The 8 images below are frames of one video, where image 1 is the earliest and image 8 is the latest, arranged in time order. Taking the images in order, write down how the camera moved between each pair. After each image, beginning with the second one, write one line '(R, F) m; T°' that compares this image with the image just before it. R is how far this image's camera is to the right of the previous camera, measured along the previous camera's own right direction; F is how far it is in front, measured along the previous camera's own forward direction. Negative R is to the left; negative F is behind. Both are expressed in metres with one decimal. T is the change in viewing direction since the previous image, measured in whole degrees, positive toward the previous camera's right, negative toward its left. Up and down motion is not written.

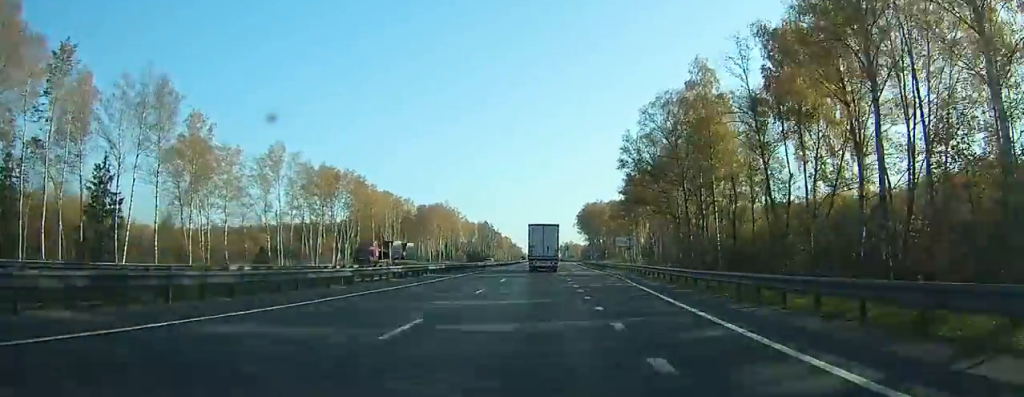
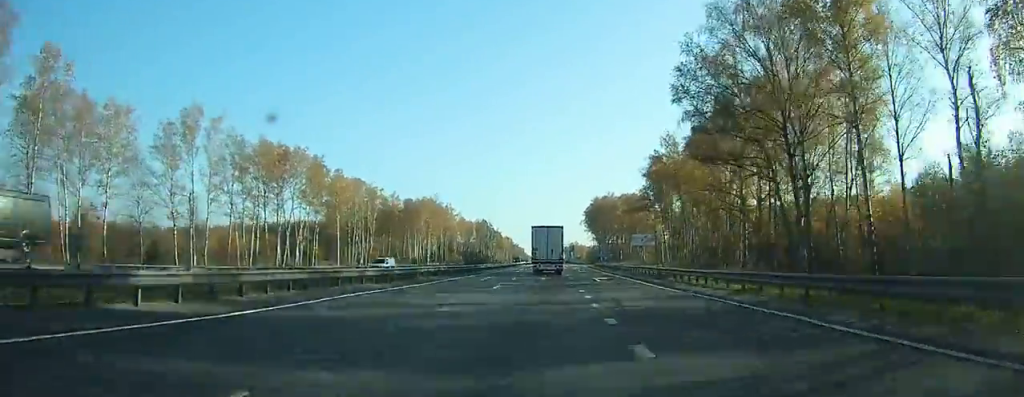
(+0.2, +31.3) m; 0°
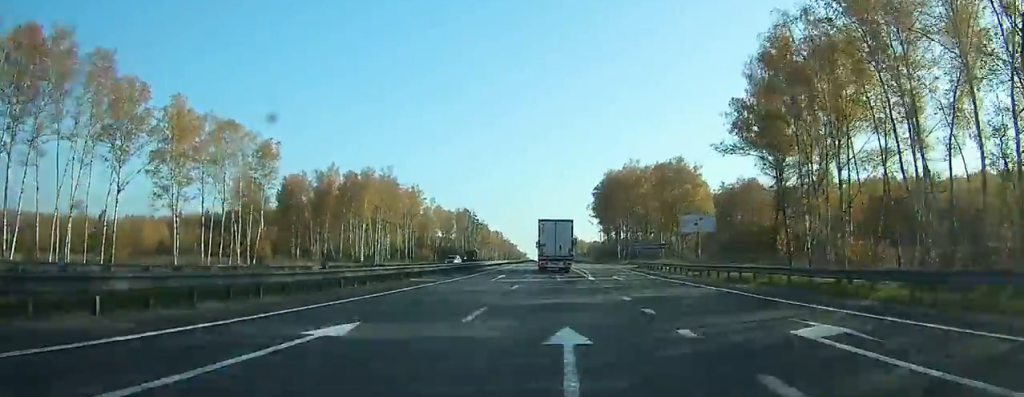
(-0.1, +65.2) m; 0°
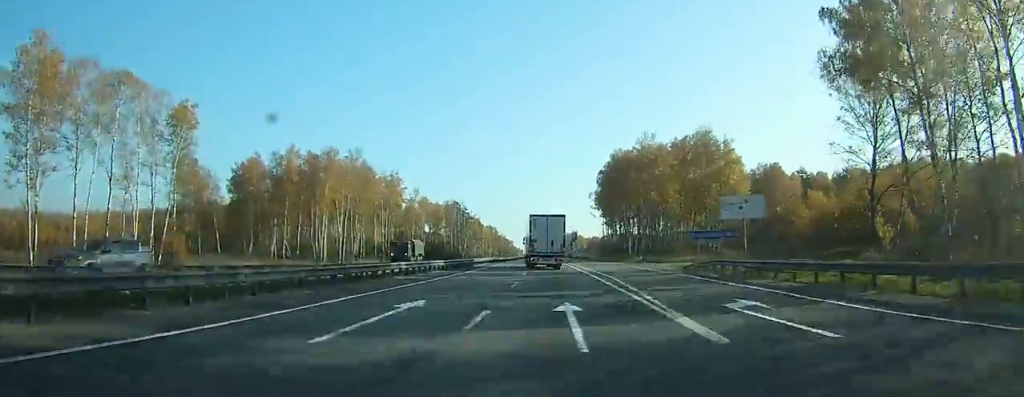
(0.0, +24.8) m; 0°
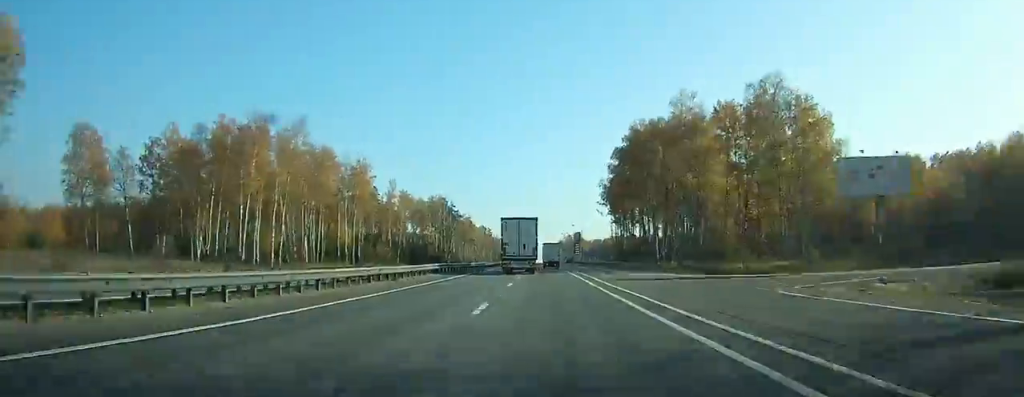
(0.0, +33.5) m; 0°
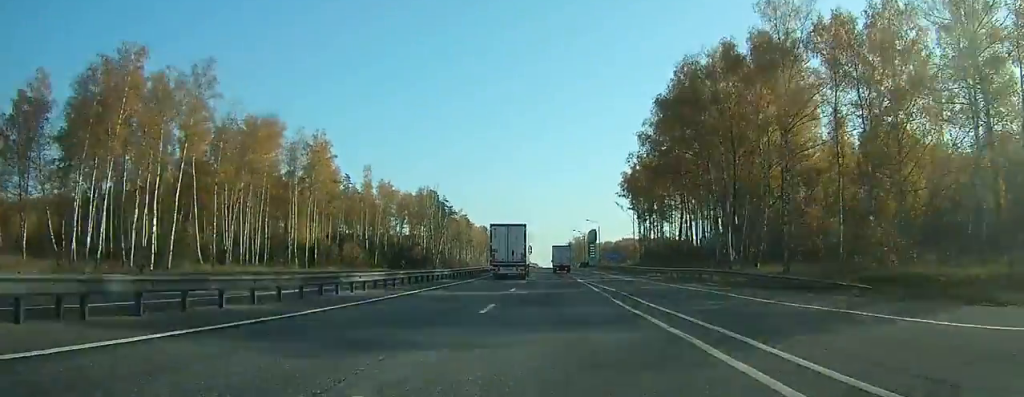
(0.0, +36.4) m; 0°
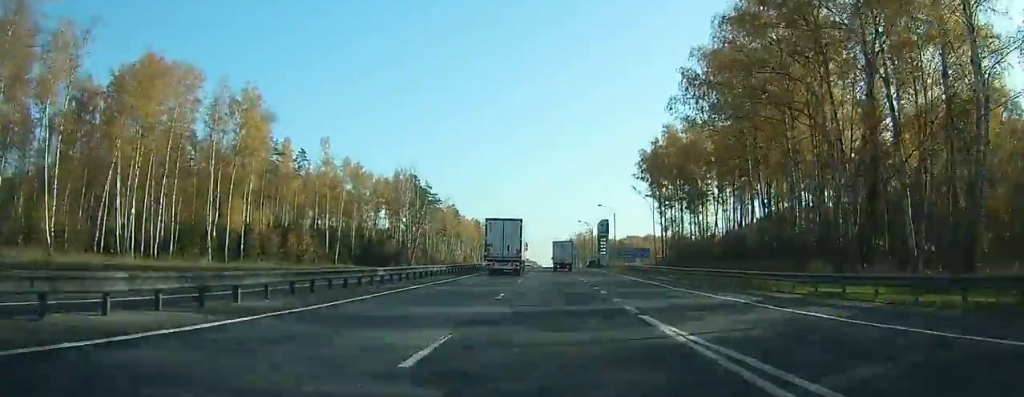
(0.0, +30.5) m; 0°
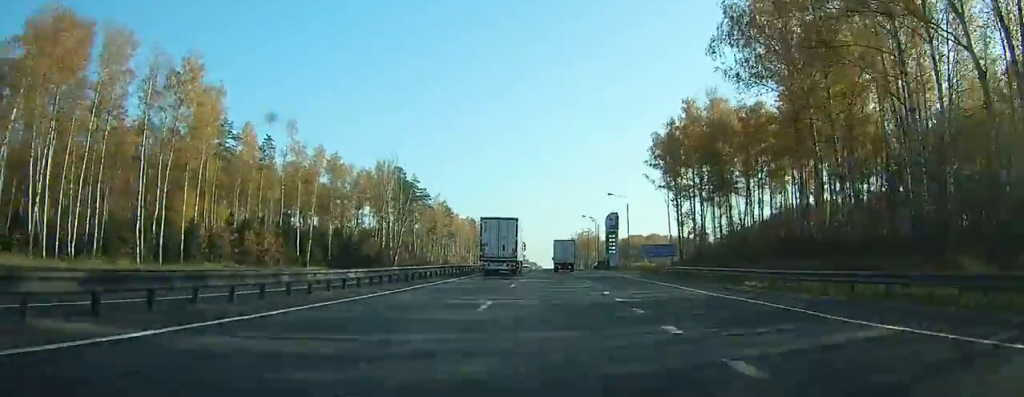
(0.0, +15.6) m; 0°
